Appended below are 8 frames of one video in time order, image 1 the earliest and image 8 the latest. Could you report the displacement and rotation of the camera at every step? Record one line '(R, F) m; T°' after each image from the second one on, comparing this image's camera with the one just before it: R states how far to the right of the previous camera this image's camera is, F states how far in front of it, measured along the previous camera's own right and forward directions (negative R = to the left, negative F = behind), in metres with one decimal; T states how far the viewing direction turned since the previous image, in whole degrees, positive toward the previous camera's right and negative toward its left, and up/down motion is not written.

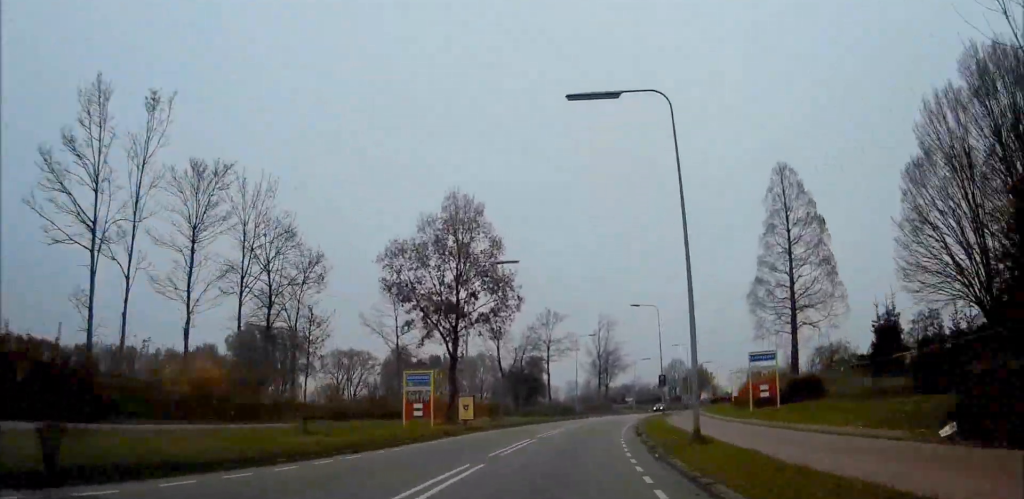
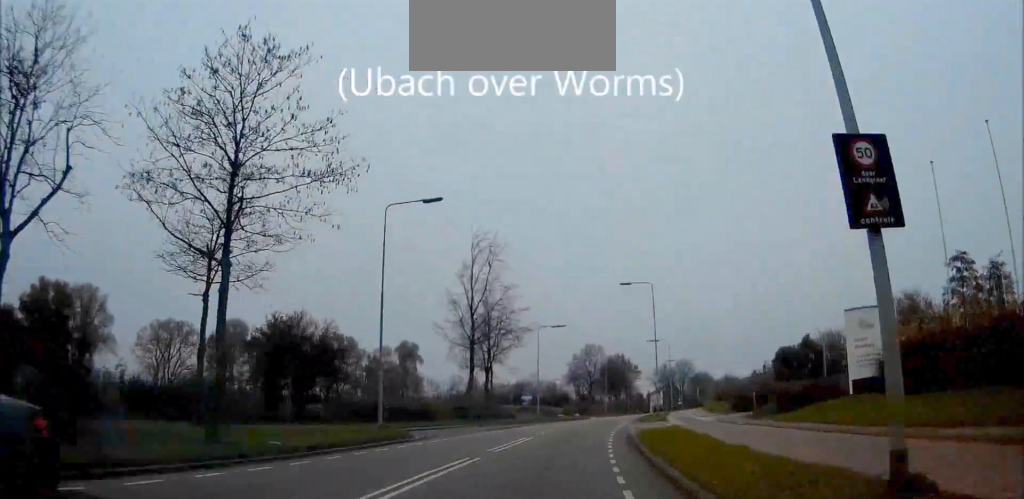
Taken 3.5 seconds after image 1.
(+5.4, +53.6) m; +10°
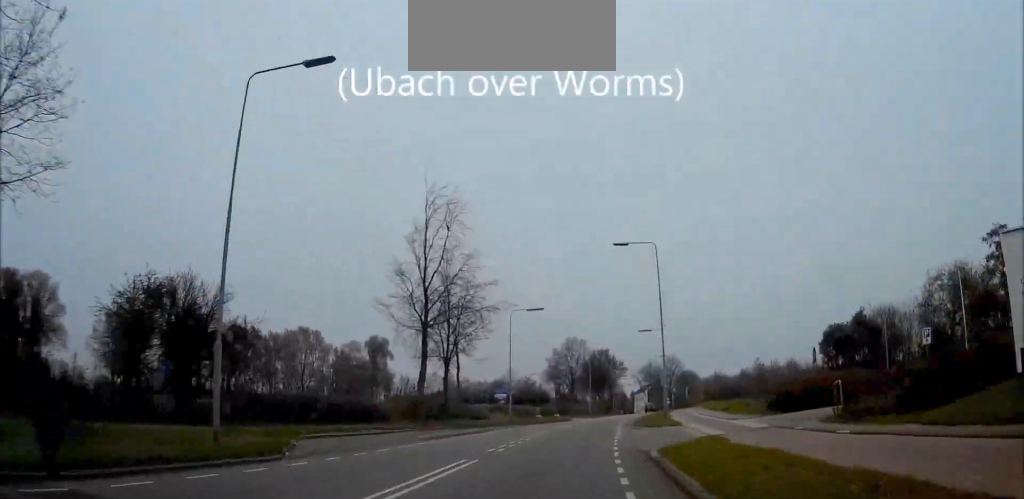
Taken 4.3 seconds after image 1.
(+0.4, +12.4) m; +2°
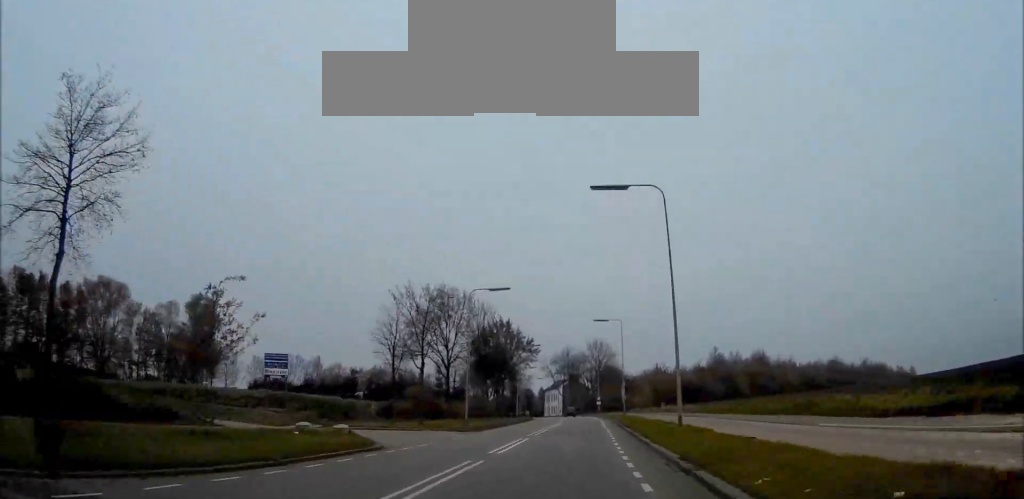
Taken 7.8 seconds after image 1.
(+3.1, +54.2) m; +6°
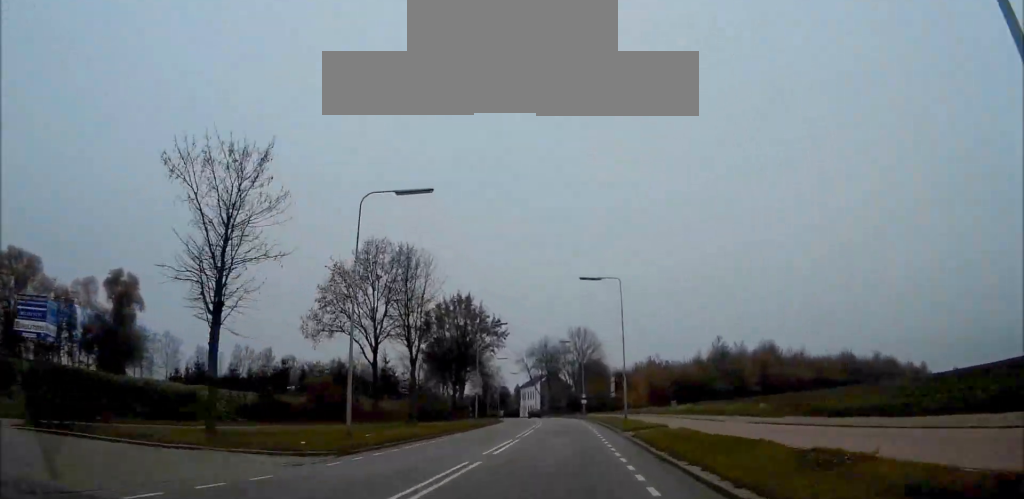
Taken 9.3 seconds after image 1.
(+0.5, +23.0) m; +1°
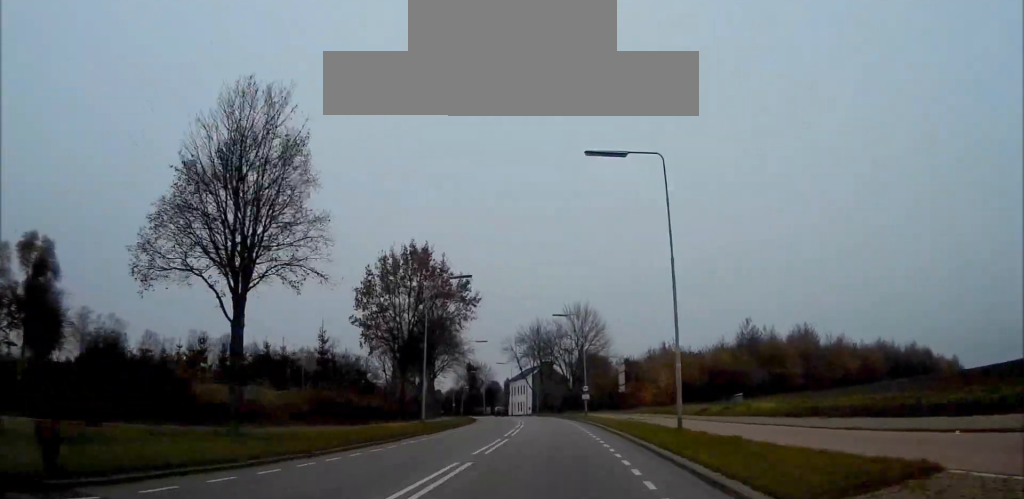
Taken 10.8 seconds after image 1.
(+0.1, +23.9) m; 0°
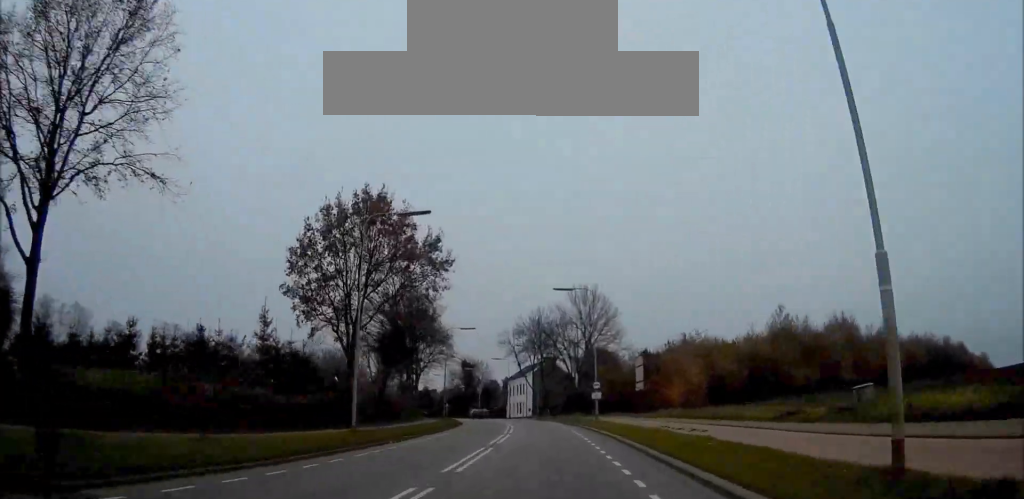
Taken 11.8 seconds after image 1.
(+0.1, +15.6) m; -1°
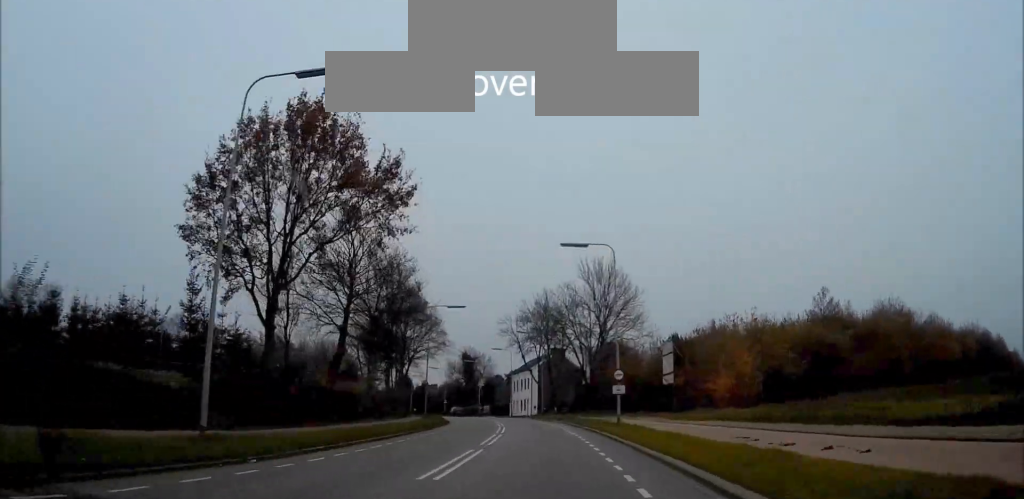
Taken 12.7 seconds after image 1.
(-0.1, +13.3) m; -2°
